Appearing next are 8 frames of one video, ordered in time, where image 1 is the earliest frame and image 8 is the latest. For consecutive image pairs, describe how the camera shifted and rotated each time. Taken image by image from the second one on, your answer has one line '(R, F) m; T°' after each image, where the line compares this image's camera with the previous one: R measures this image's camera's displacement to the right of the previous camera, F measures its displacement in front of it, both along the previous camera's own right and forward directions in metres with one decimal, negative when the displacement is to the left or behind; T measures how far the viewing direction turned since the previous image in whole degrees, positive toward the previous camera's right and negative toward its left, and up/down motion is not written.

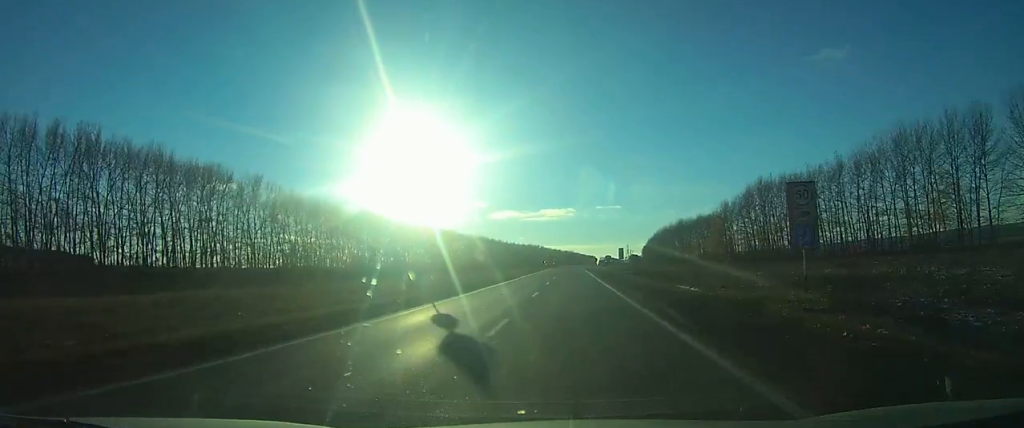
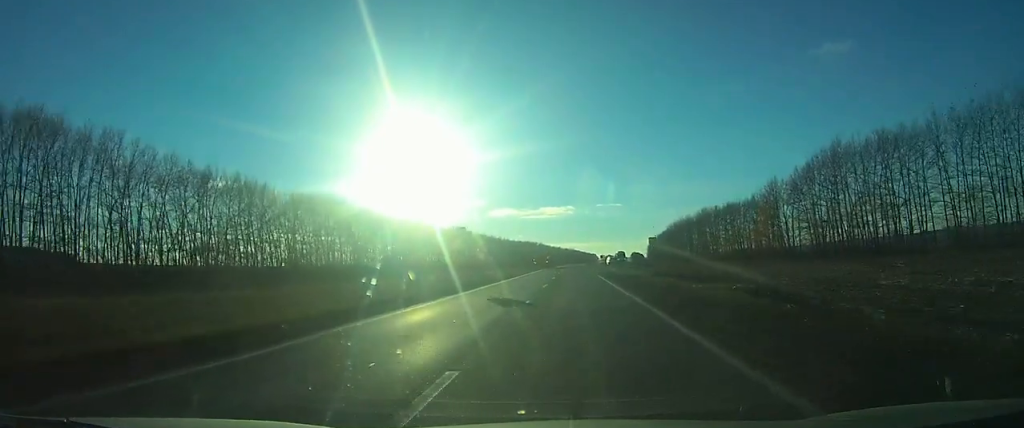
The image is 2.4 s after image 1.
(-0.2, +43.1) m; -1°
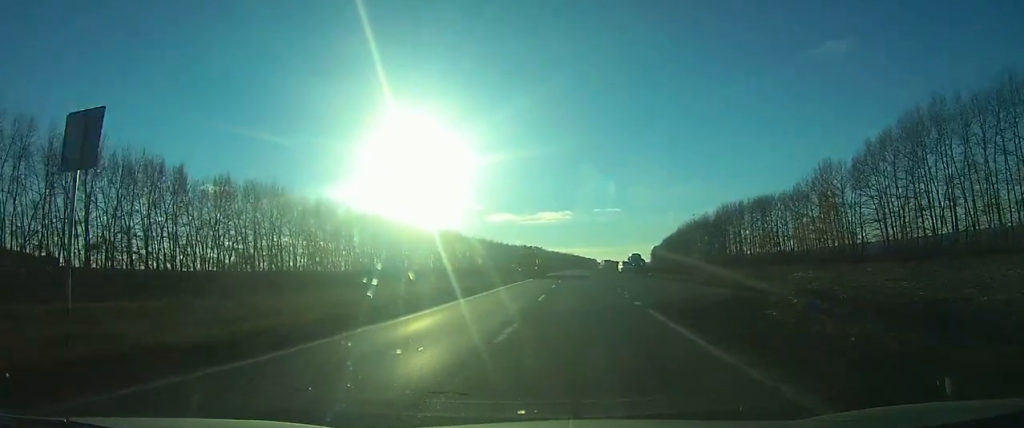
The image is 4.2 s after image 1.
(-0.1, +29.8) m; 0°
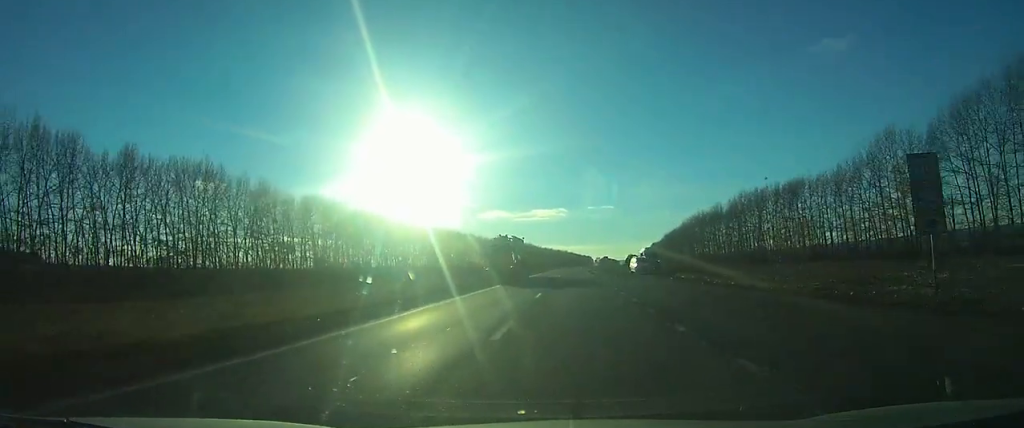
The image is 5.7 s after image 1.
(0.0, +23.4) m; 0°
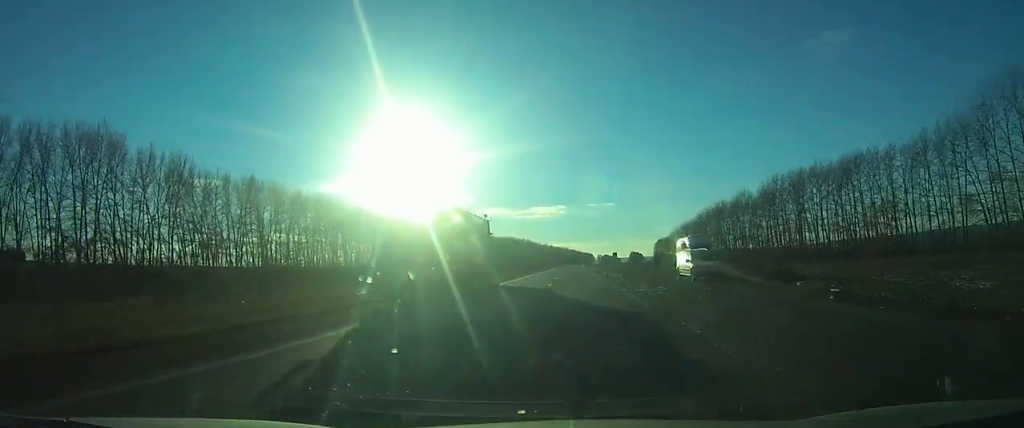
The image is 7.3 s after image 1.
(0.0, +26.4) m; 0°
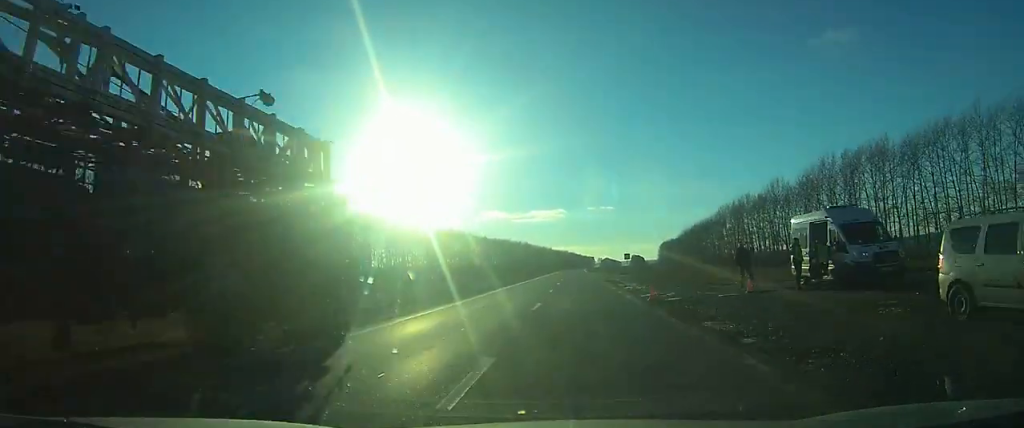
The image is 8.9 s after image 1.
(-0.1, +26.5) m; 0°
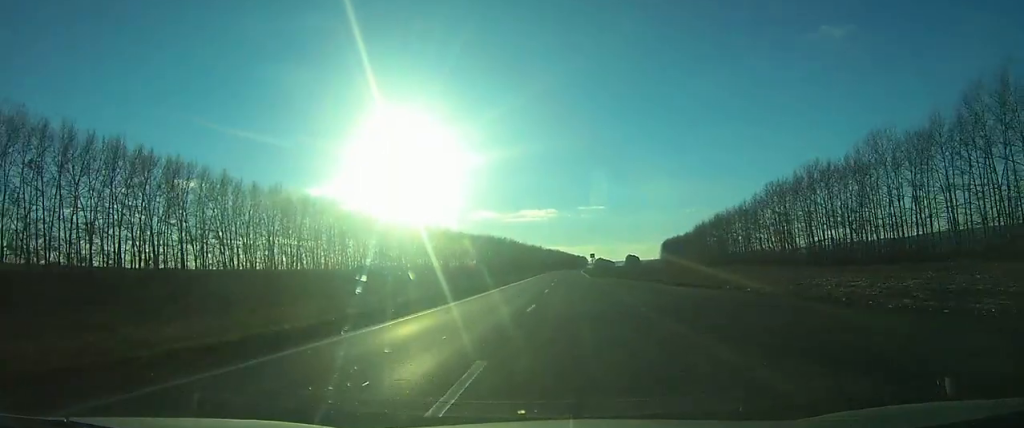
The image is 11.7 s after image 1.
(-0.1, +50.6) m; 0°
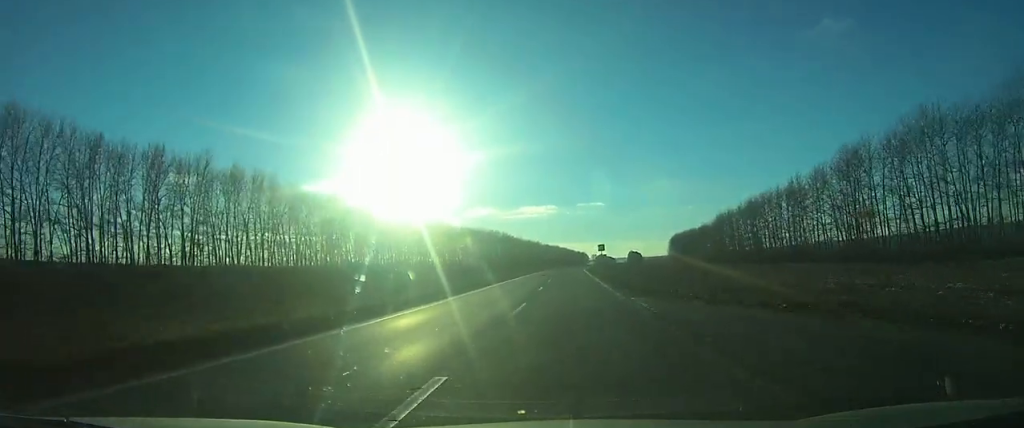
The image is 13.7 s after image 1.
(+0.1, +37.7) m; 0°
